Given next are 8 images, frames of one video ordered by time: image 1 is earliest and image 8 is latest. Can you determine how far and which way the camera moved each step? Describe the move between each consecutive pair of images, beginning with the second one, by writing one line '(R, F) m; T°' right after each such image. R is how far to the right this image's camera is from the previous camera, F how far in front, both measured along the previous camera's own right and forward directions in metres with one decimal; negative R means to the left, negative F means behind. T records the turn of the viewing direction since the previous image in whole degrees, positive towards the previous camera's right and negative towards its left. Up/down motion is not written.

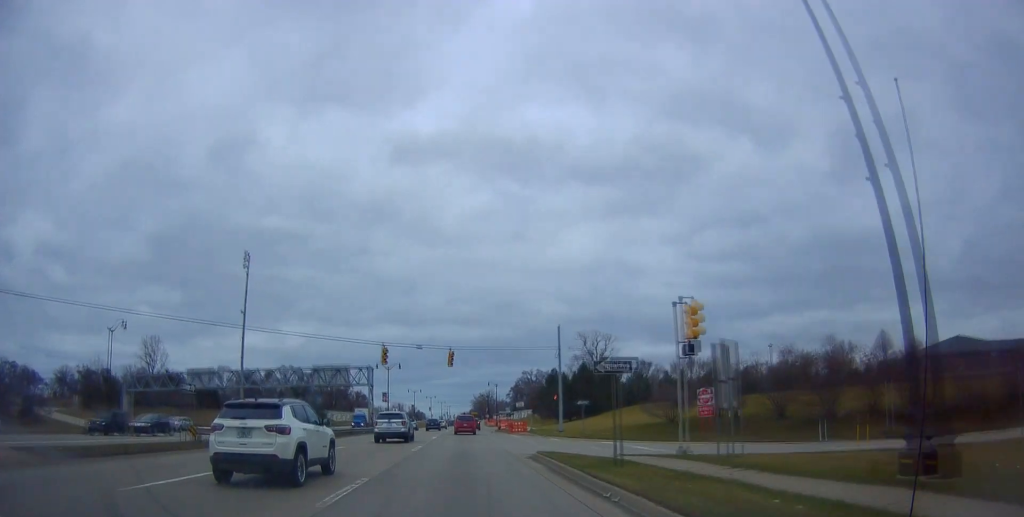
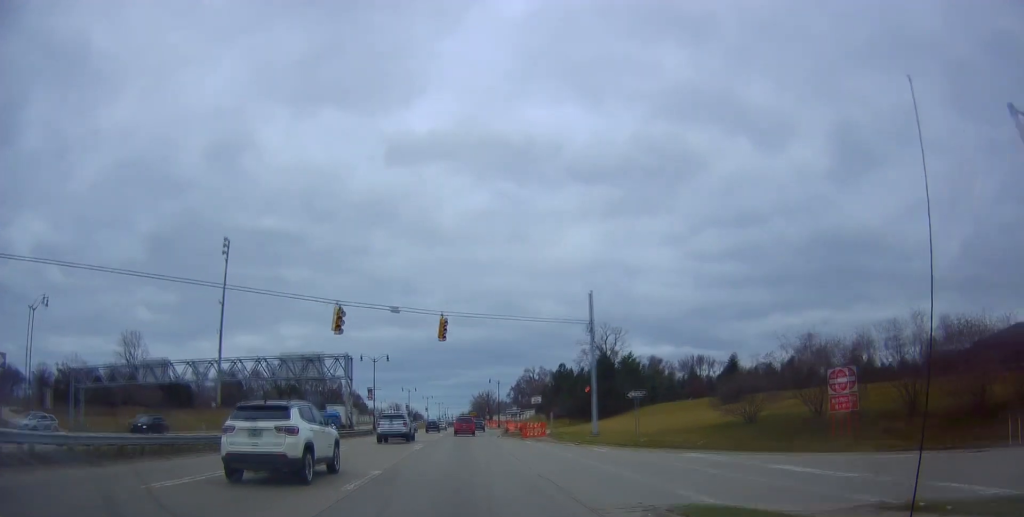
(0.0, +14.6) m; -1°
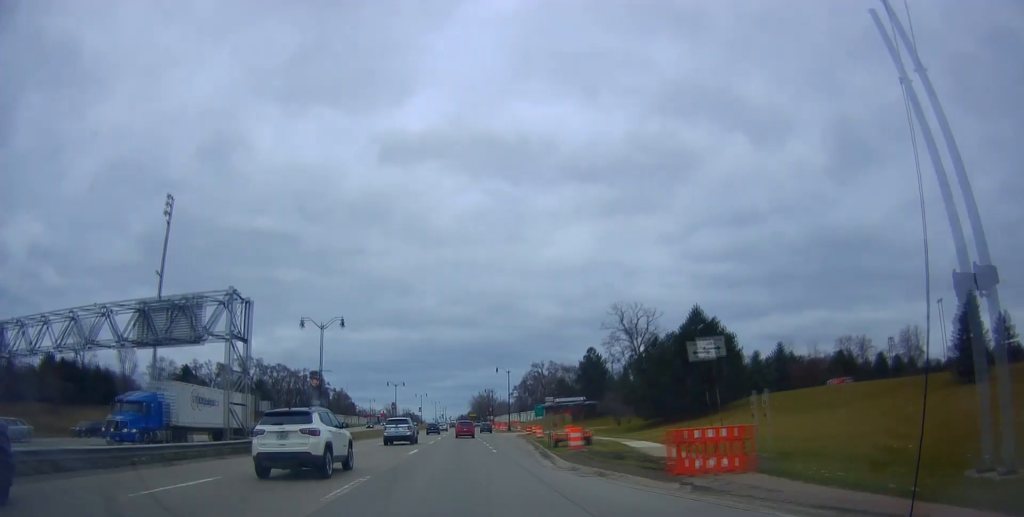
(-1.1, +32.3) m; -2°
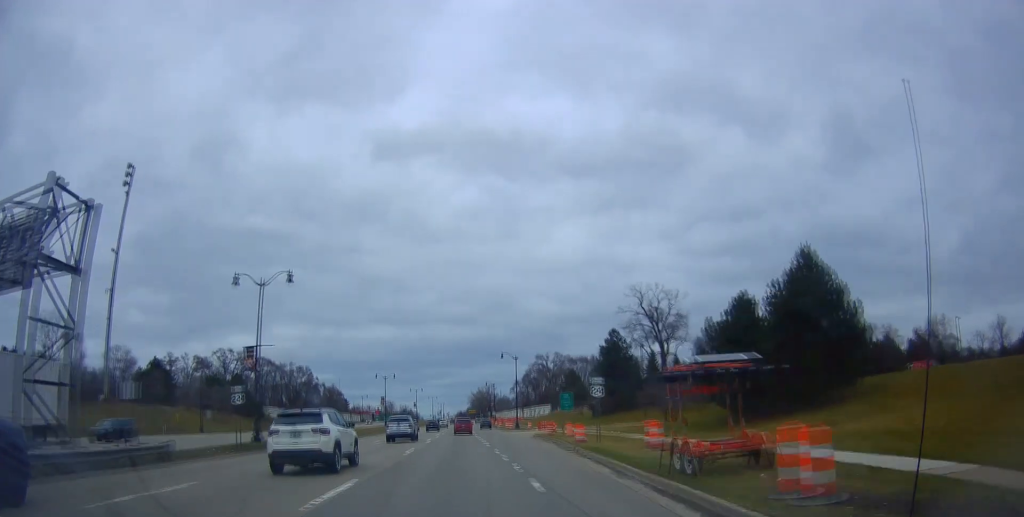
(+0.6, +16.6) m; +2°
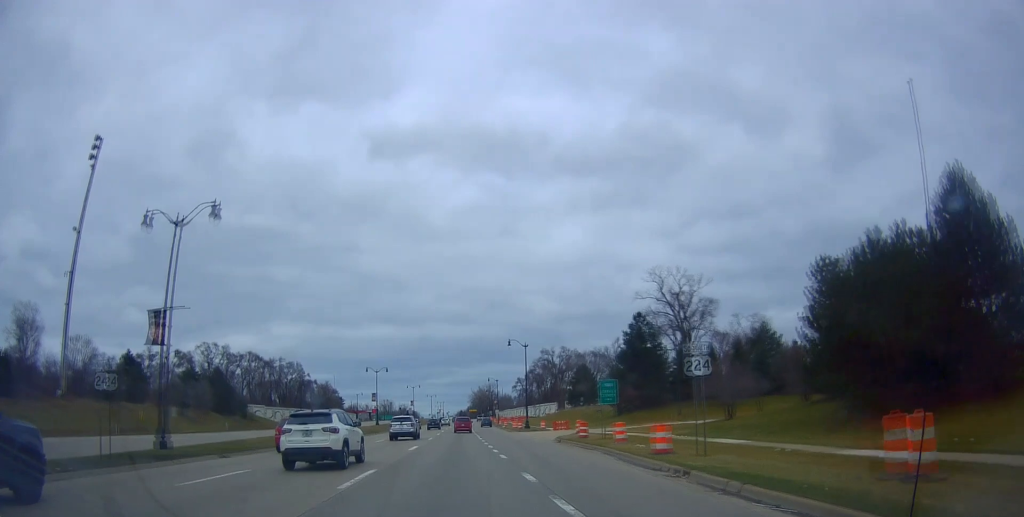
(0.0, +12.4) m; 0°
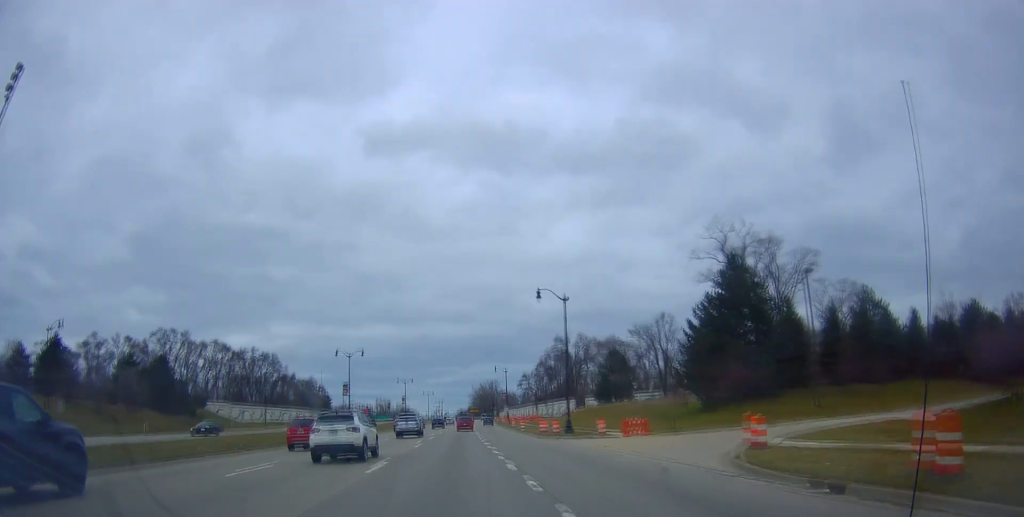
(-0.2, +26.9) m; -1°
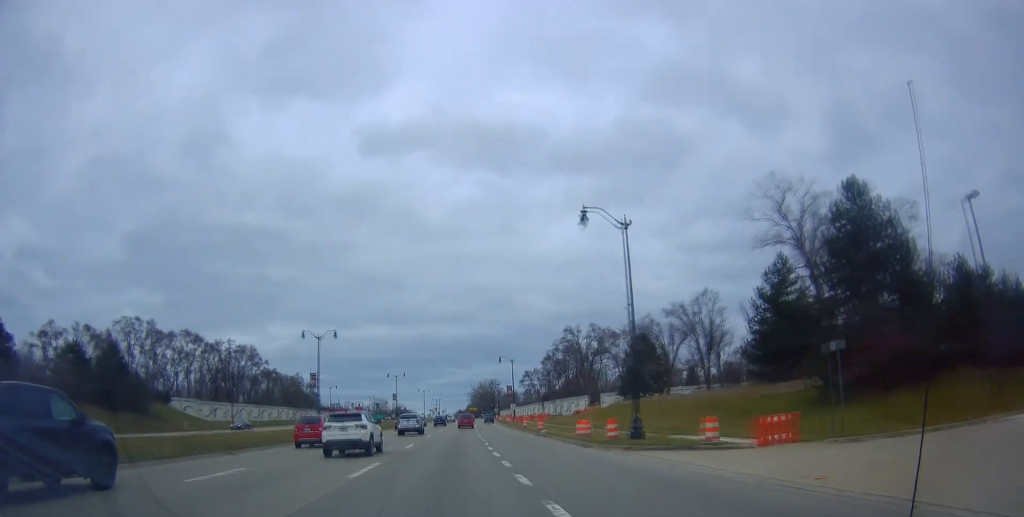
(-0.2, +17.3) m; 0°
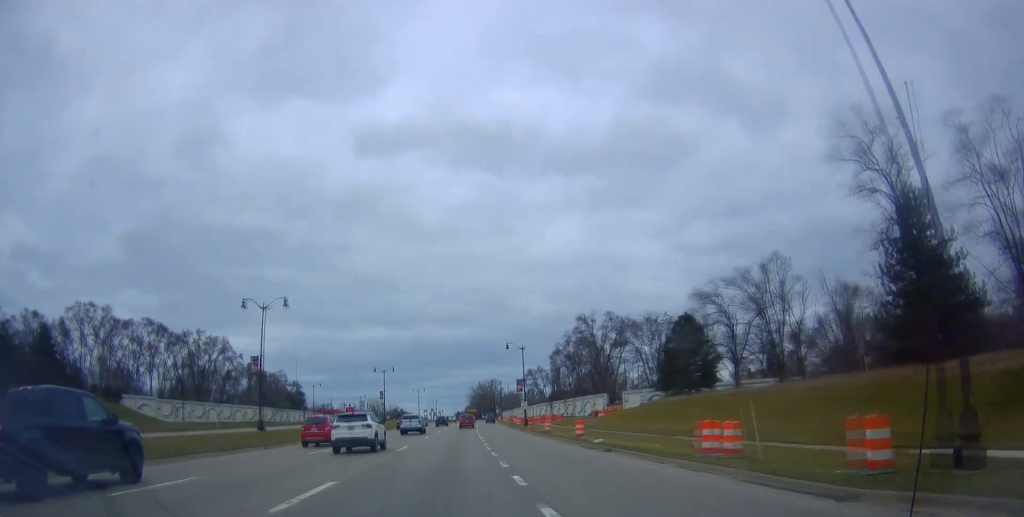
(+0.2, +18.8) m; -1°
